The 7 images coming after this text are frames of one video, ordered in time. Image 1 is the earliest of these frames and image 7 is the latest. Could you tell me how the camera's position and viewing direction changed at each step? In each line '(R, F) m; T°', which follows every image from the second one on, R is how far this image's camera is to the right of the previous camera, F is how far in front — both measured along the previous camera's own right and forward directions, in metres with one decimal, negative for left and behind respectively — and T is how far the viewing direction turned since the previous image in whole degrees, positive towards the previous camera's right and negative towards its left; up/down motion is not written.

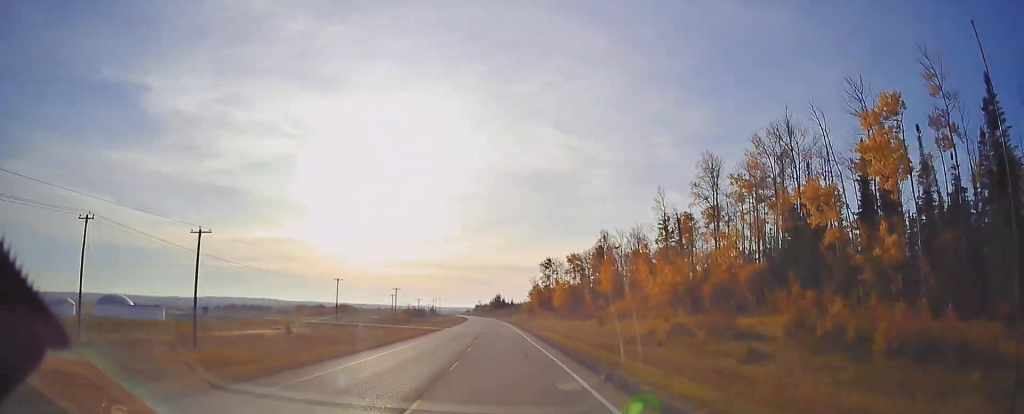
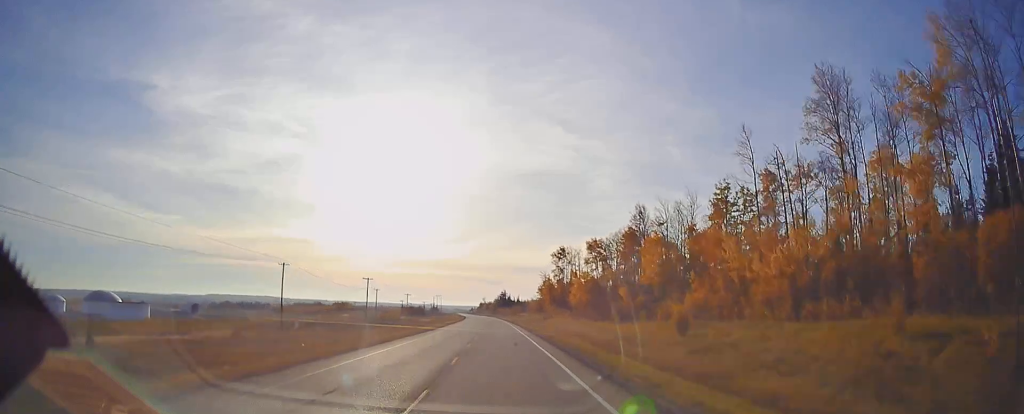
(-0.4, +34.9) m; -1°
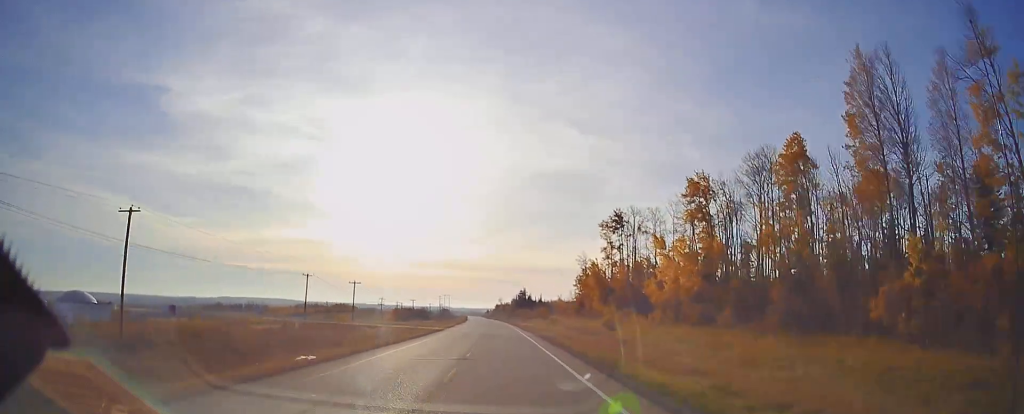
(-1.1, +77.9) m; -1°
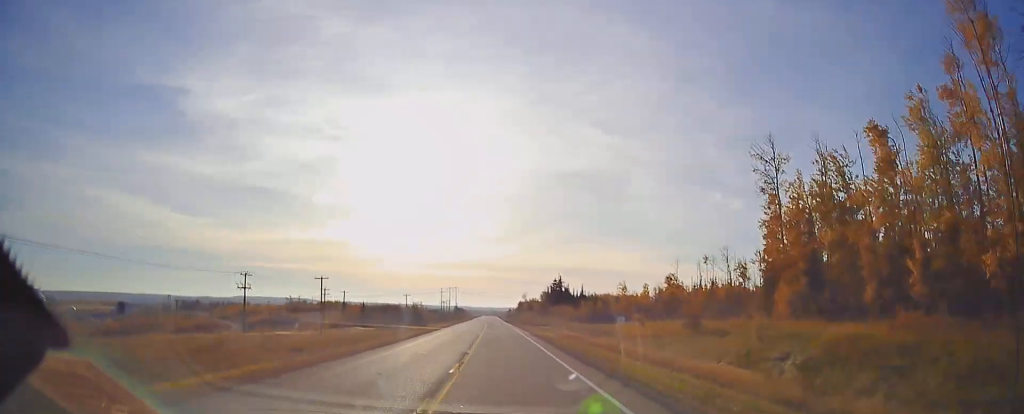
(-1.9, +112.7) m; -2°
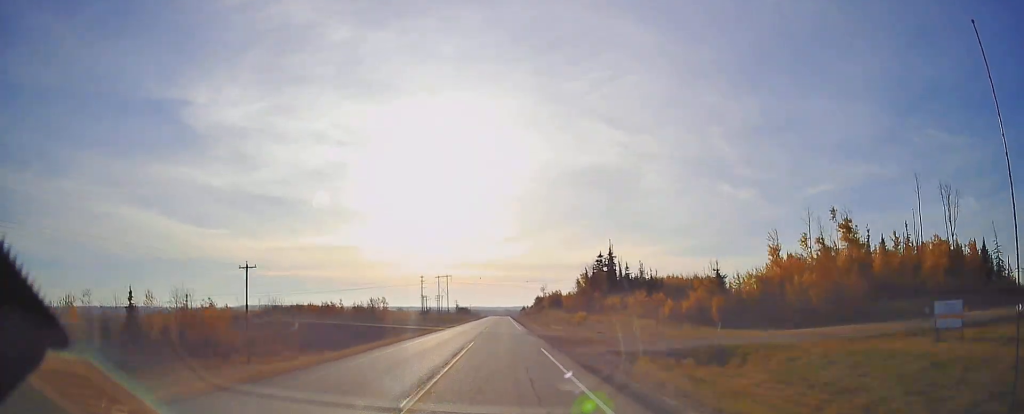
(-1.5, +104.4) m; -1°
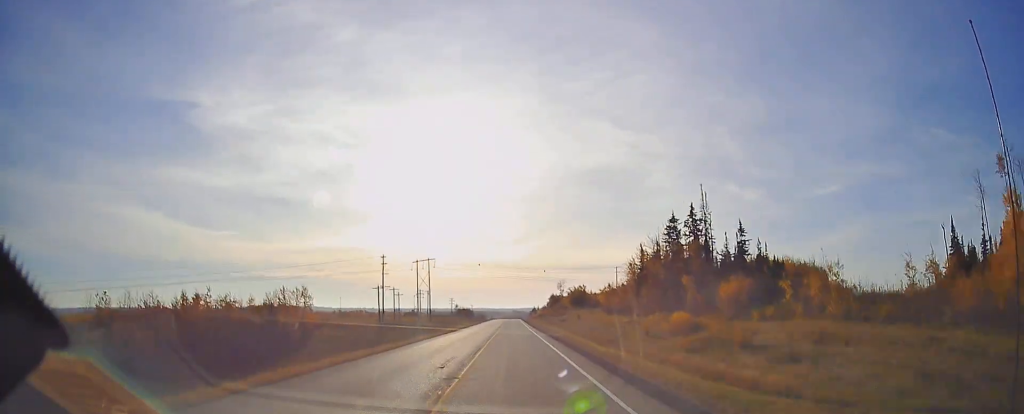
(-0.3, +69.7) m; 0°
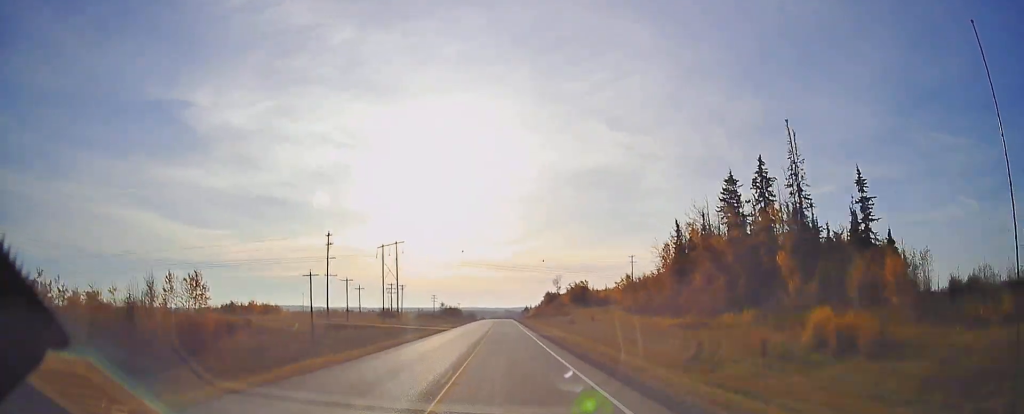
(0.0, +32.3) m; 0°
